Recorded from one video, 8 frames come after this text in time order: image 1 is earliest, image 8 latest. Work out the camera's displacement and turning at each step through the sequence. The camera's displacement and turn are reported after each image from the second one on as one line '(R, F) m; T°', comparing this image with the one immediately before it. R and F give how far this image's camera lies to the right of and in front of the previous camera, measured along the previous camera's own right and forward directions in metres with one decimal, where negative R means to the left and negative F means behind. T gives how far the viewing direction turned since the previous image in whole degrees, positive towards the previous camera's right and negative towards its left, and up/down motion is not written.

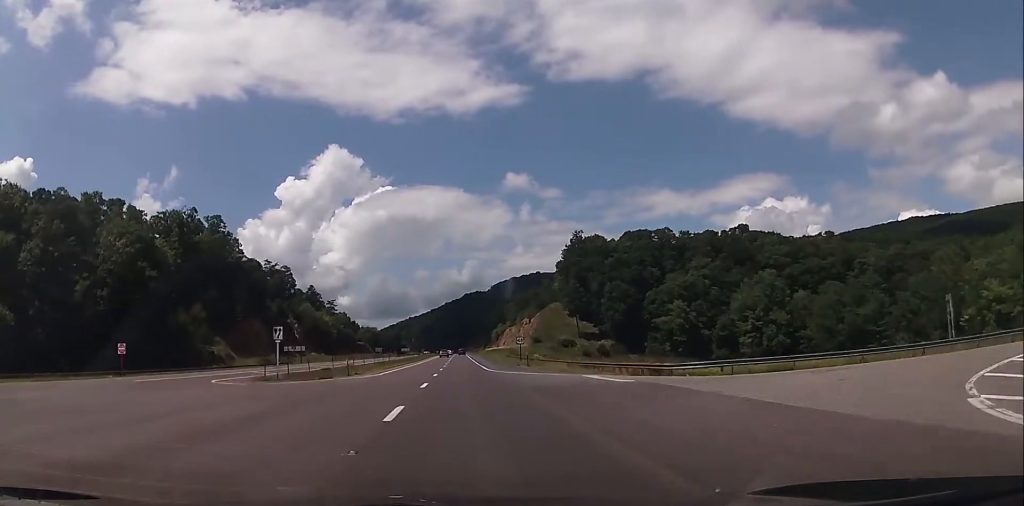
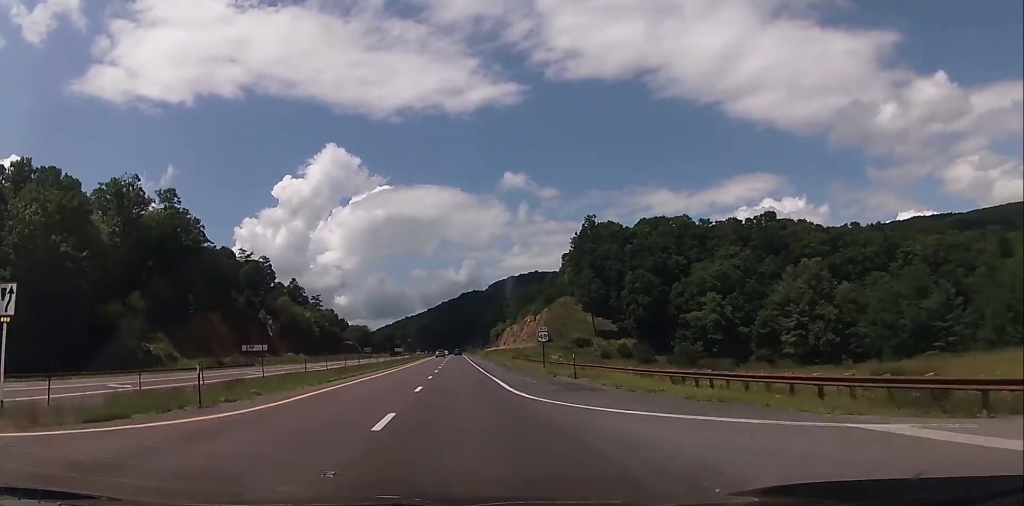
(0.0, +25.6) m; +1°
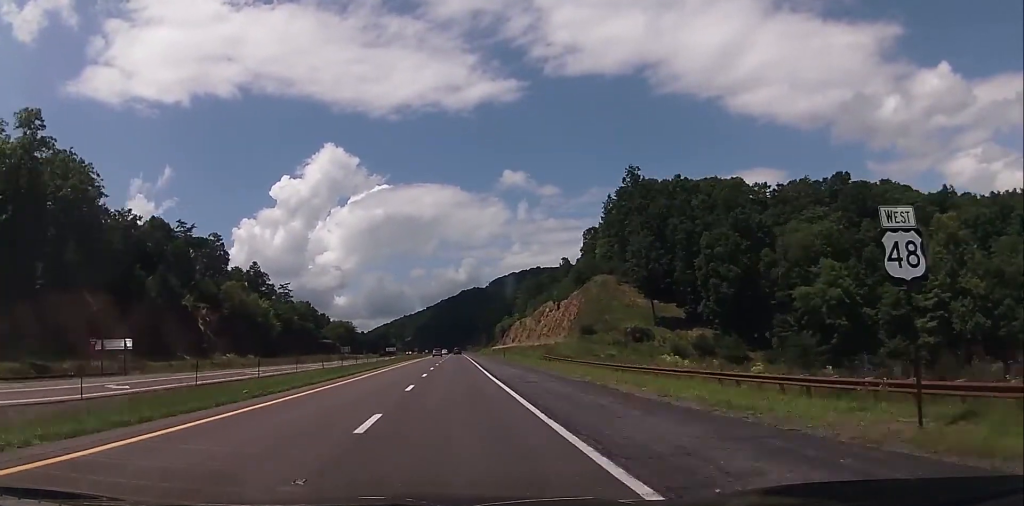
(+0.1, +48.8) m; 0°
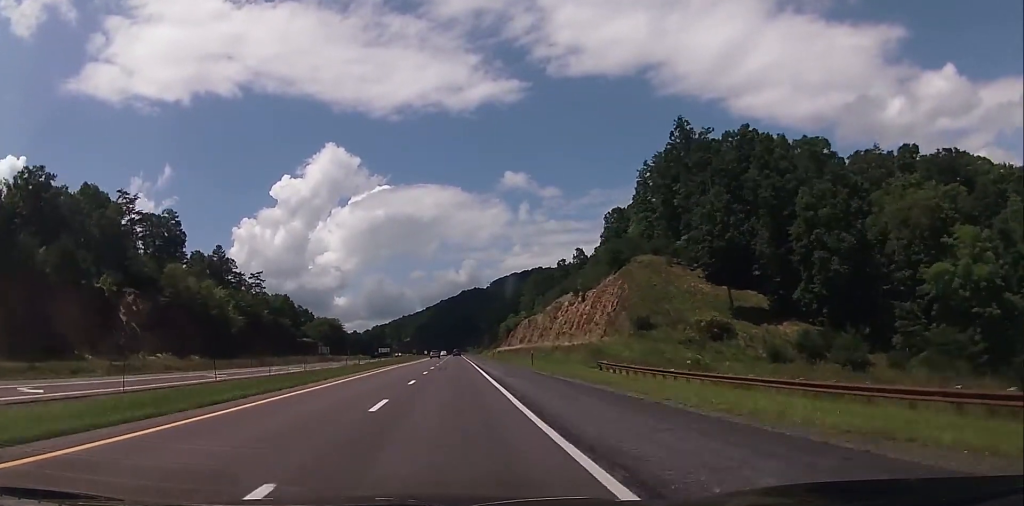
(+0.2, +32.2) m; +1°
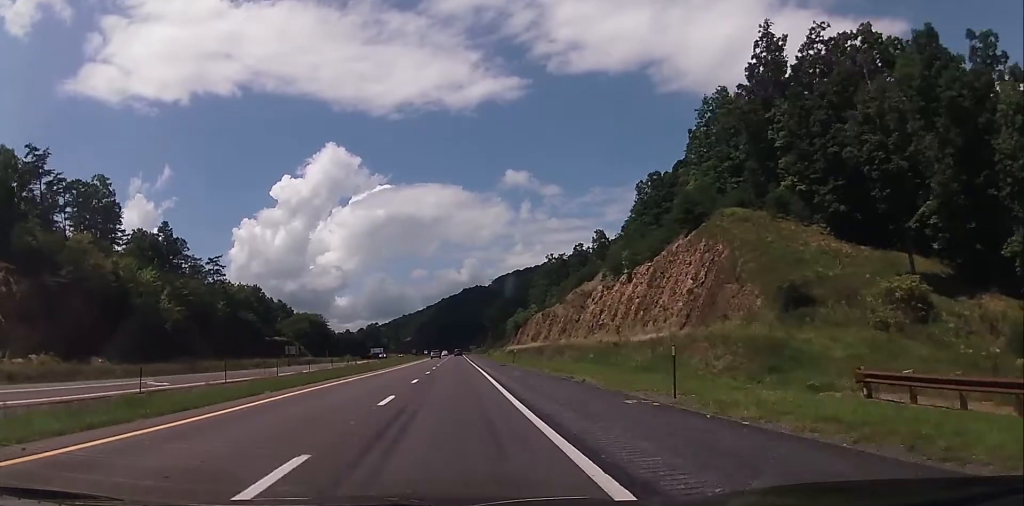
(+0.2, +34.4) m; 0°
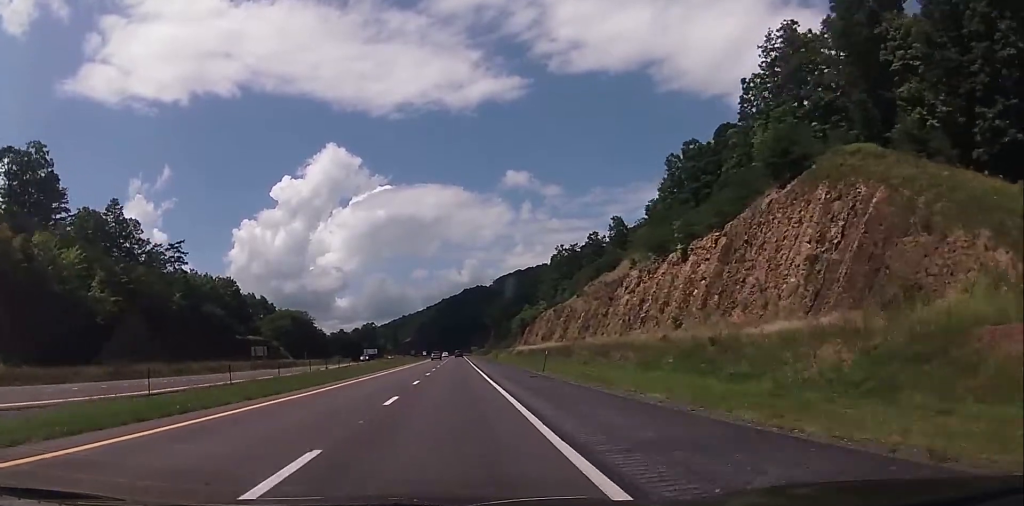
(-0.1, +23.3) m; 0°
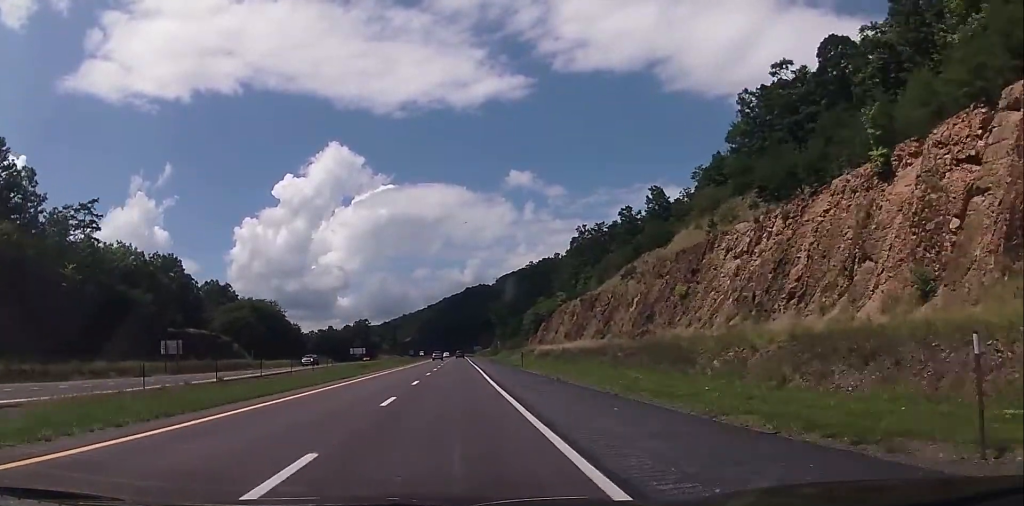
(0.0, +36.6) m; 0°
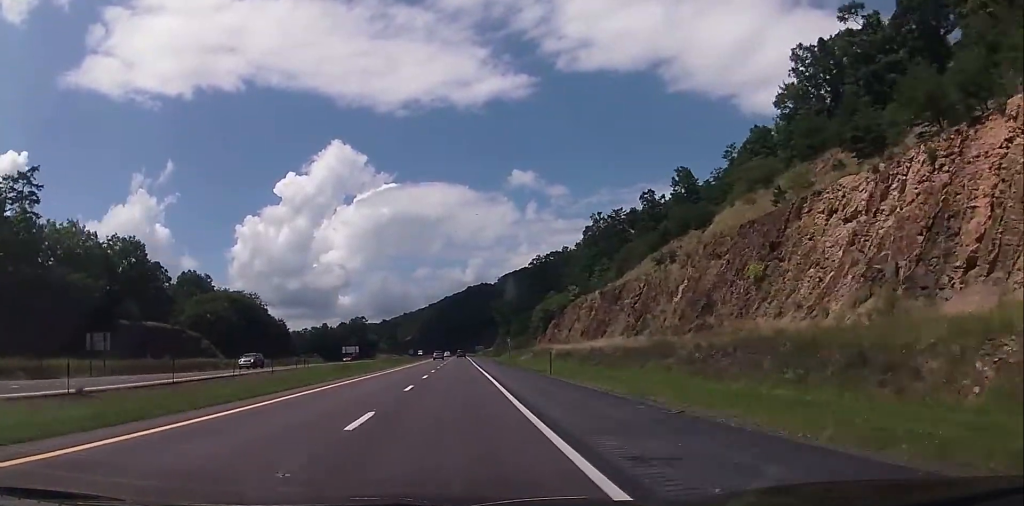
(+0.2, +17.8) m; 0°
